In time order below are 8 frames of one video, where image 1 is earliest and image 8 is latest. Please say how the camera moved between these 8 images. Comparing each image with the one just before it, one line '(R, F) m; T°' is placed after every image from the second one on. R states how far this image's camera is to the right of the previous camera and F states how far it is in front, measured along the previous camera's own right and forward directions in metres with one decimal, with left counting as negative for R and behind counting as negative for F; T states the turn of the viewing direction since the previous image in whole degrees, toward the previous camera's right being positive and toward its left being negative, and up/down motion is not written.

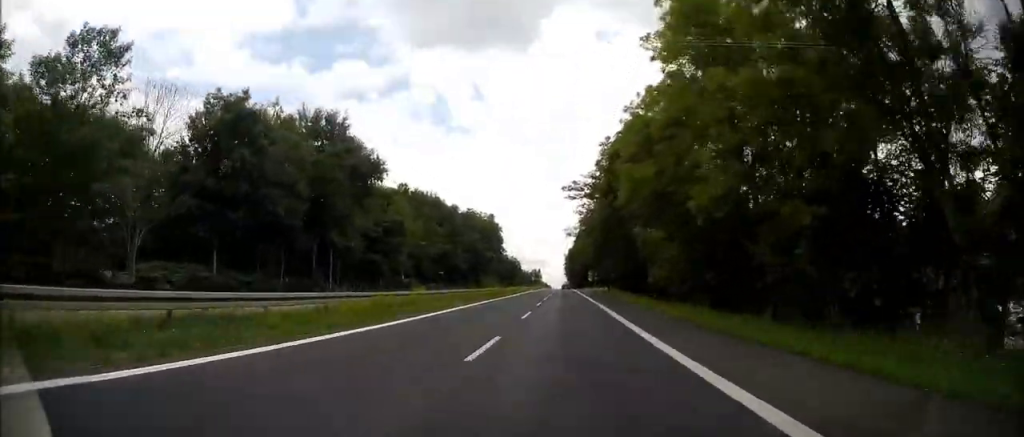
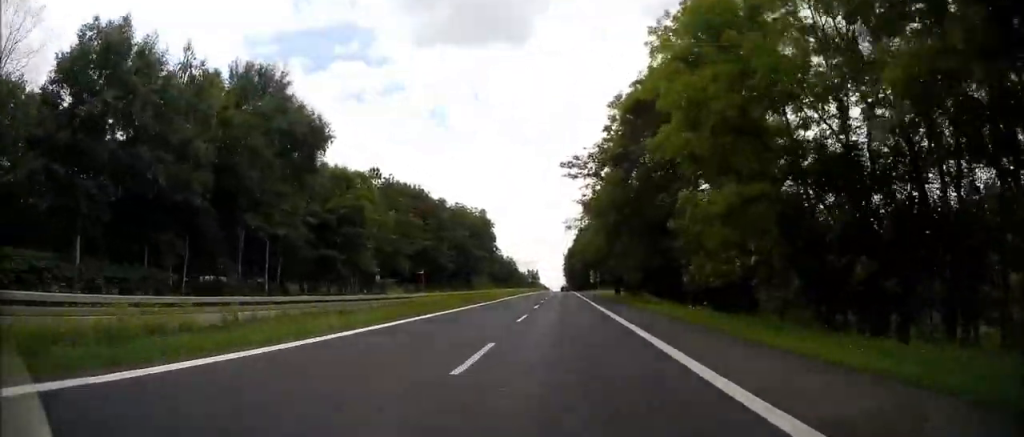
(-0.1, +13.3) m; 0°
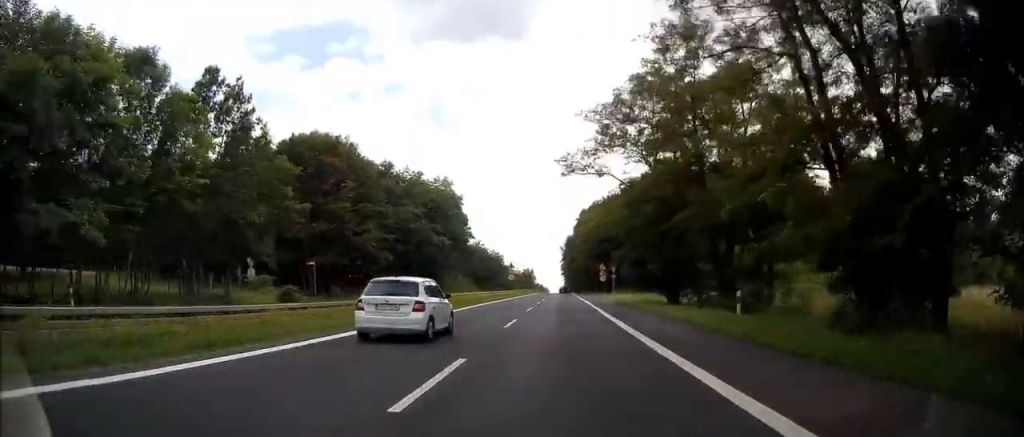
(+0.4, +38.3) m; 0°
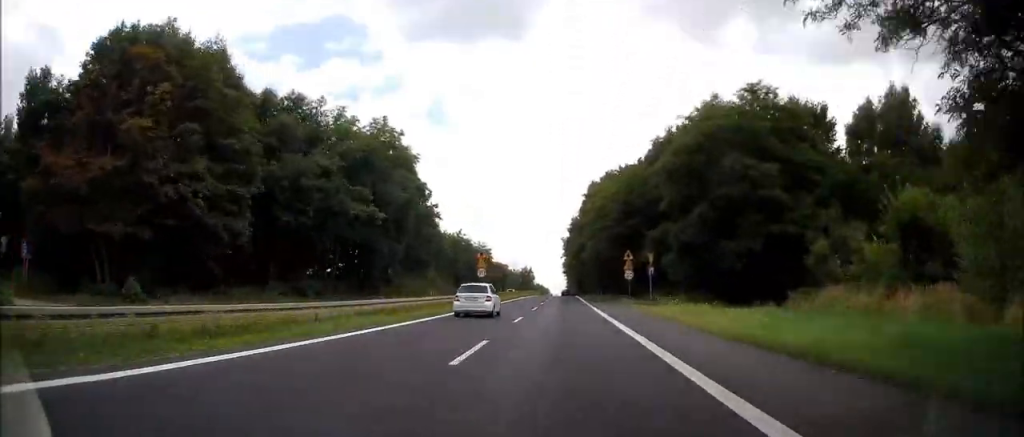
(-0.1, +32.3) m; 0°
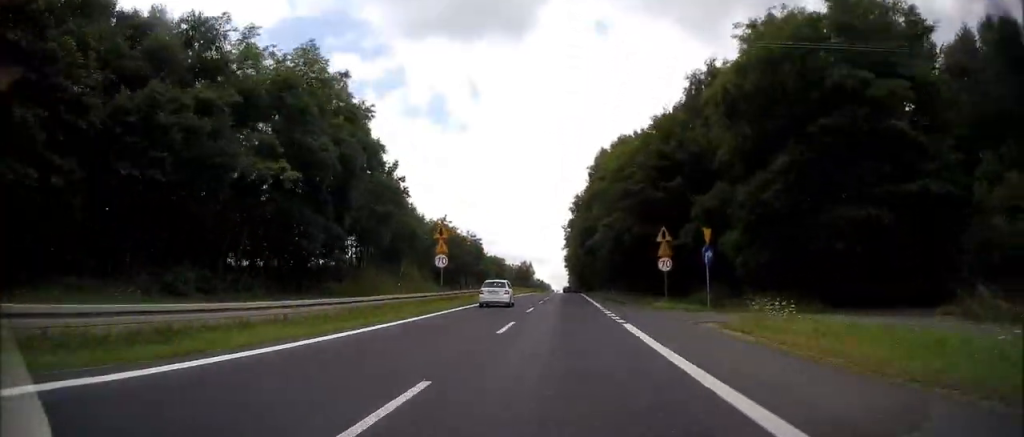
(0.0, +18.2) m; 0°
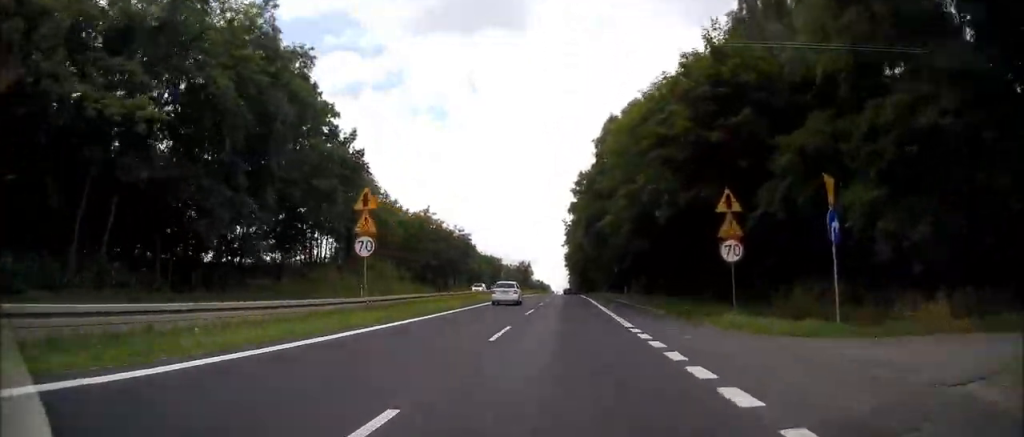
(0.0, +14.0) m; 0°
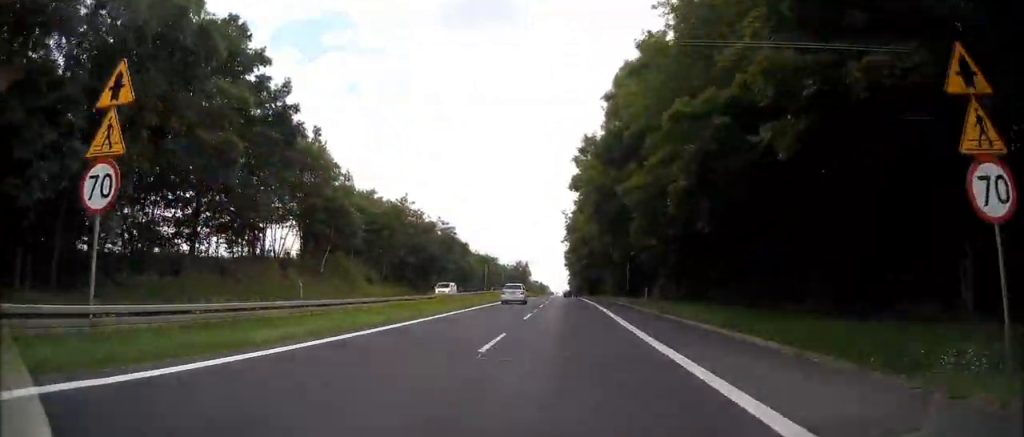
(0.0, +14.0) m; 0°
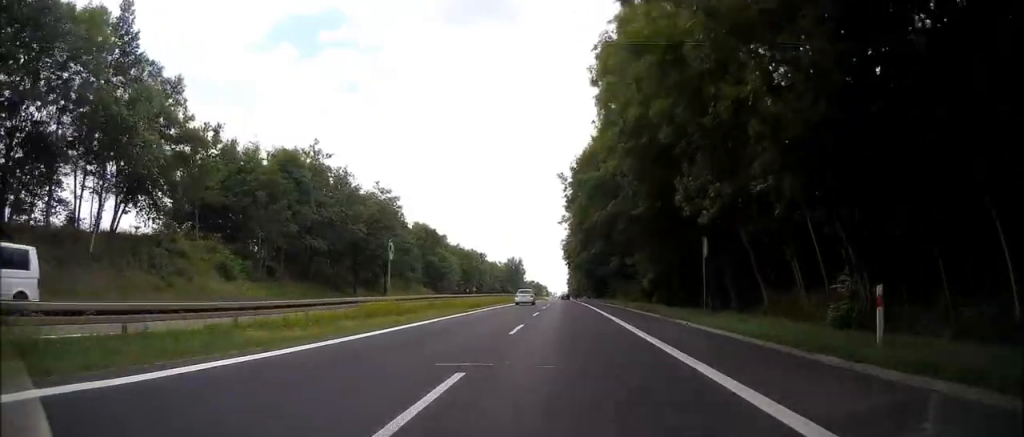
(-0.1, +31.2) m; 0°
